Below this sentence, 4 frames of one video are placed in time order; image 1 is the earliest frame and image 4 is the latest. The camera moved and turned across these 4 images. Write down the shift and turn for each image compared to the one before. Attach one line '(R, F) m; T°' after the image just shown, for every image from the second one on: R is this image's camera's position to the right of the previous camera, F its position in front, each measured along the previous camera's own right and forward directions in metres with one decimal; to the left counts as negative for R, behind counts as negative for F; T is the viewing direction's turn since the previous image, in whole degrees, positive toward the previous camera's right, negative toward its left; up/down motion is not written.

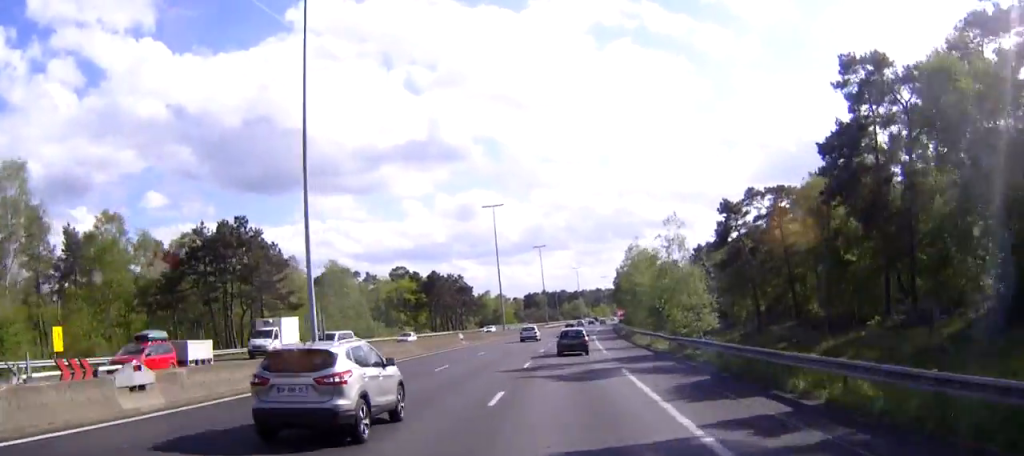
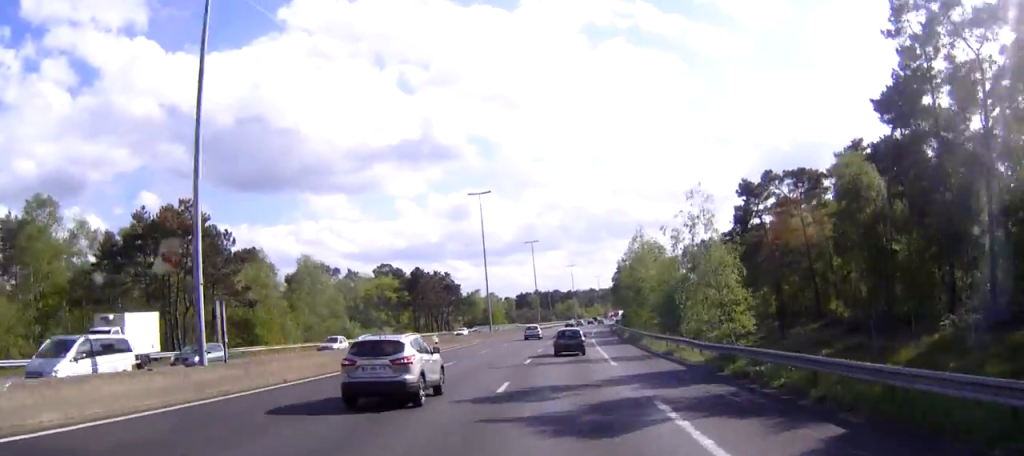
(+0.2, +10.3) m; +1°
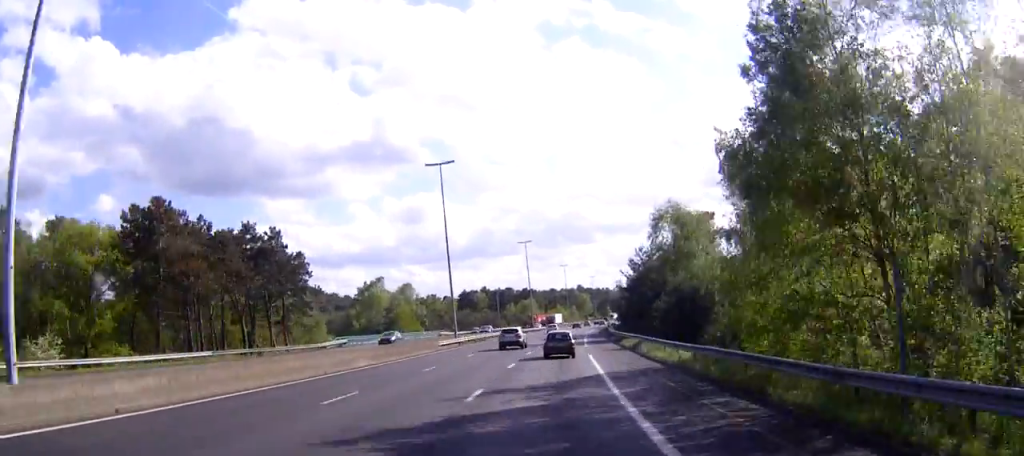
(+2.5, +79.7) m; +3°
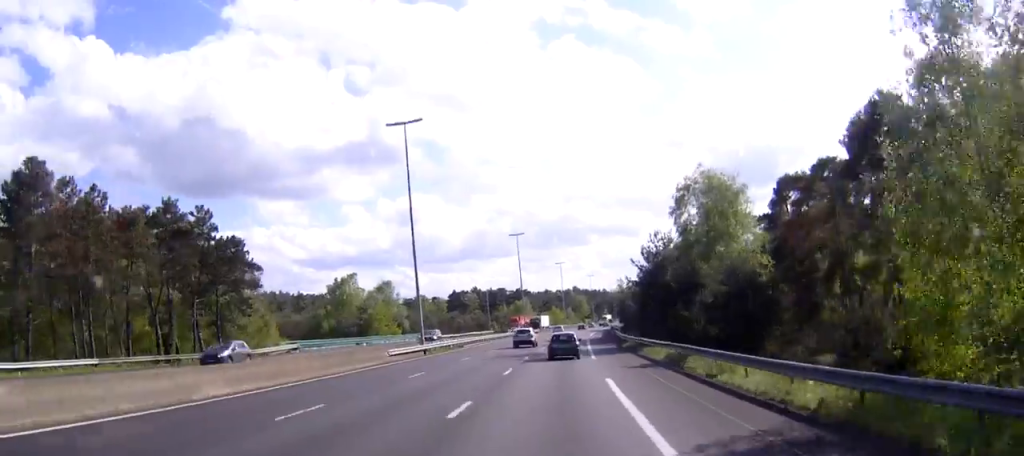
(0.0, +16.3) m; 0°
